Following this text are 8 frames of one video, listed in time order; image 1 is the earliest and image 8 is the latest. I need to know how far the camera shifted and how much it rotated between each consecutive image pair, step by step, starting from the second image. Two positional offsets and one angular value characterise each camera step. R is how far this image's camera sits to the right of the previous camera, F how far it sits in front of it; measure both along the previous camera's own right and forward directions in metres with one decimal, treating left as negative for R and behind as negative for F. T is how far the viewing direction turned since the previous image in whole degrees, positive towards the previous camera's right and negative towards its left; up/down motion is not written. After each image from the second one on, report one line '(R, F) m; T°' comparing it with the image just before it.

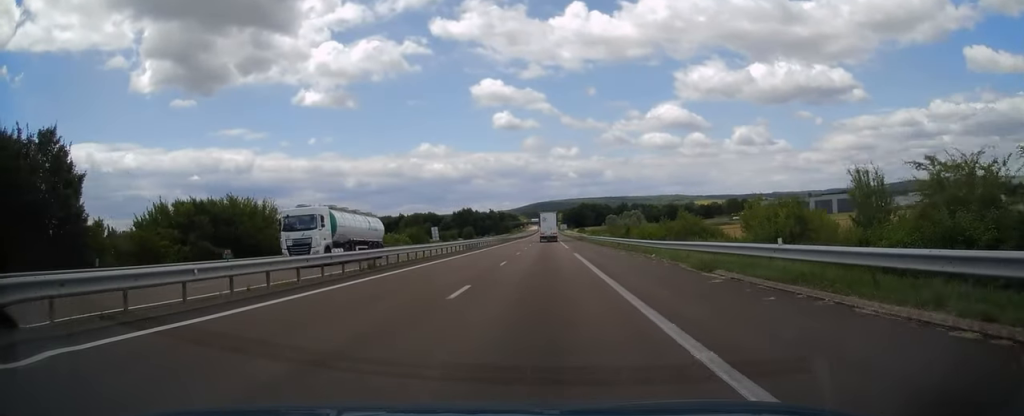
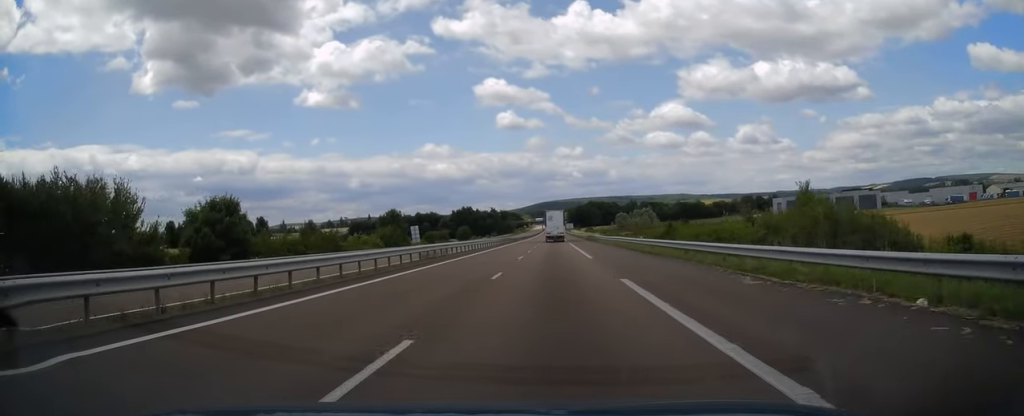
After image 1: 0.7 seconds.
(-0.2, +20.7) m; 0°
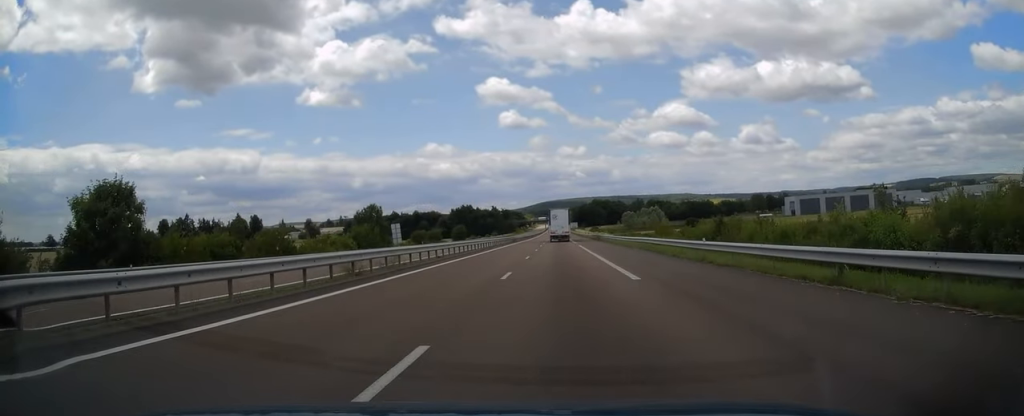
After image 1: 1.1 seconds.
(0.0, +13.4) m; 0°
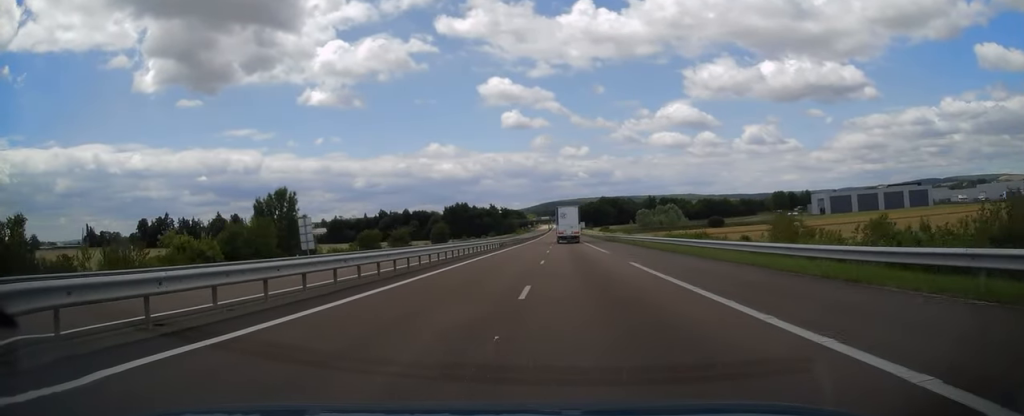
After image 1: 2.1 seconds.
(0.0, +30.9) m; 0°
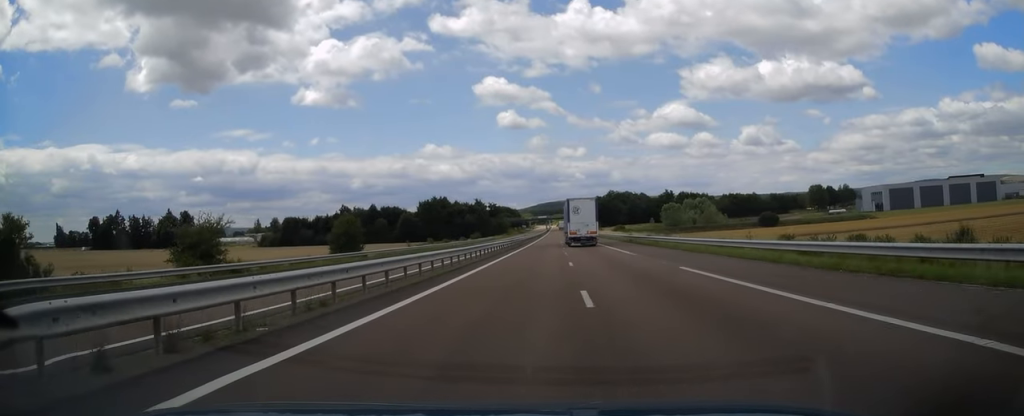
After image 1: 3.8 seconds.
(-0.5, +53.6) m; -1°
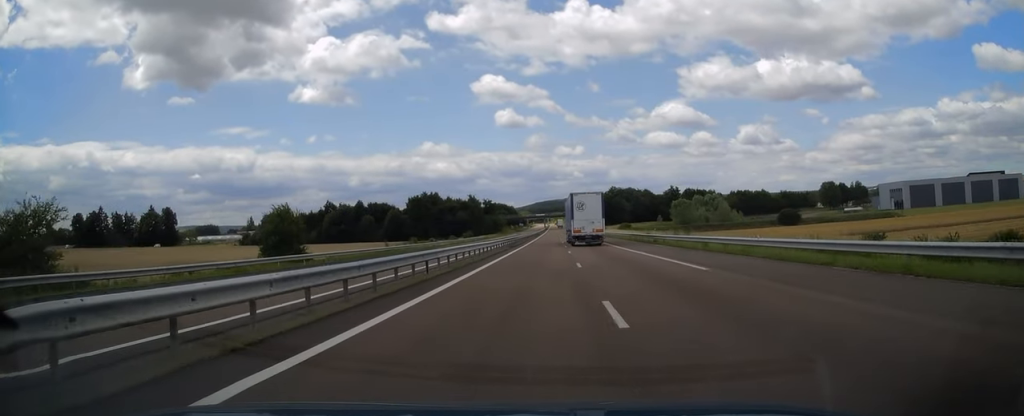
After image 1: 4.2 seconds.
(0.0, +15.7) m; 0°
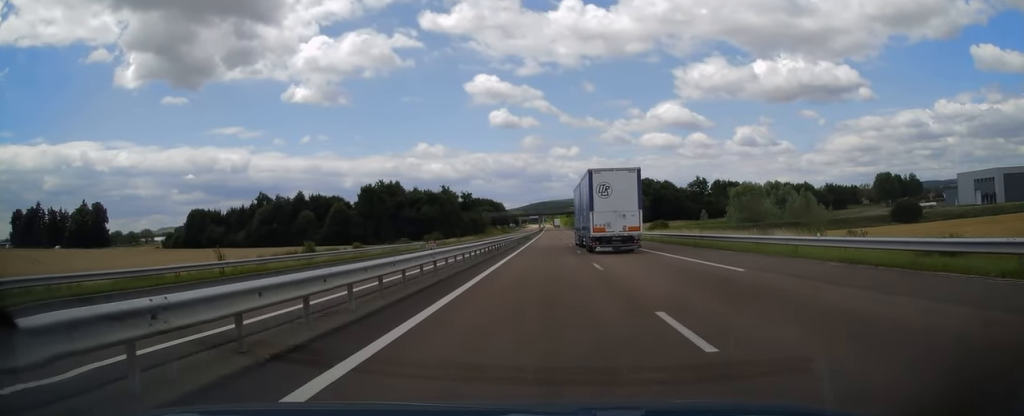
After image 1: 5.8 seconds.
(+0.2, +54.2) m; +1°
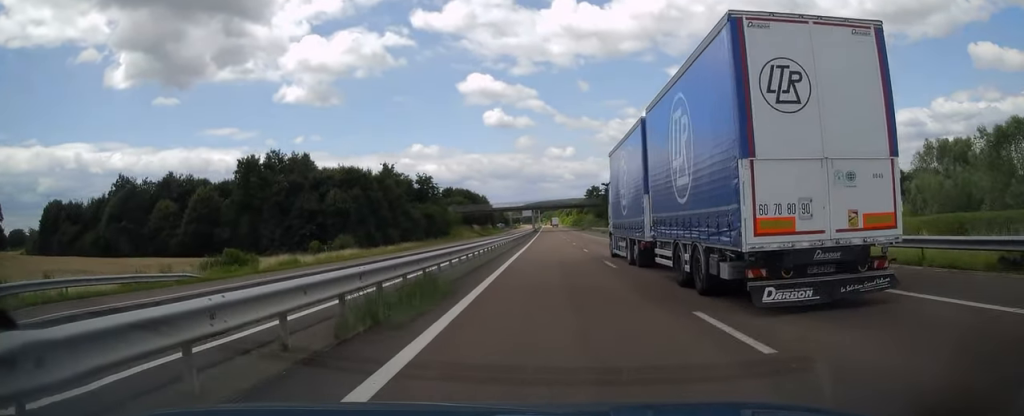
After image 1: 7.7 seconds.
(+0.5, +67.6) m; 0°
